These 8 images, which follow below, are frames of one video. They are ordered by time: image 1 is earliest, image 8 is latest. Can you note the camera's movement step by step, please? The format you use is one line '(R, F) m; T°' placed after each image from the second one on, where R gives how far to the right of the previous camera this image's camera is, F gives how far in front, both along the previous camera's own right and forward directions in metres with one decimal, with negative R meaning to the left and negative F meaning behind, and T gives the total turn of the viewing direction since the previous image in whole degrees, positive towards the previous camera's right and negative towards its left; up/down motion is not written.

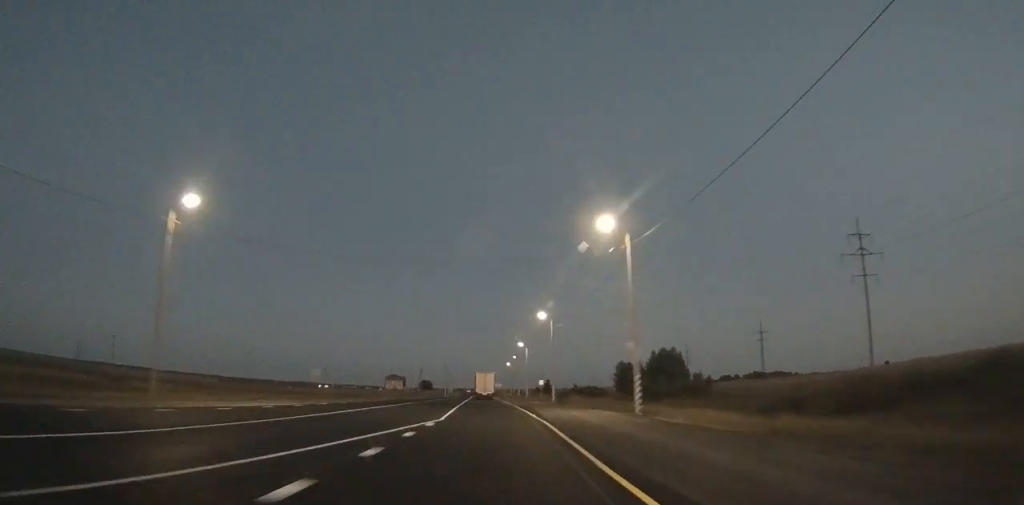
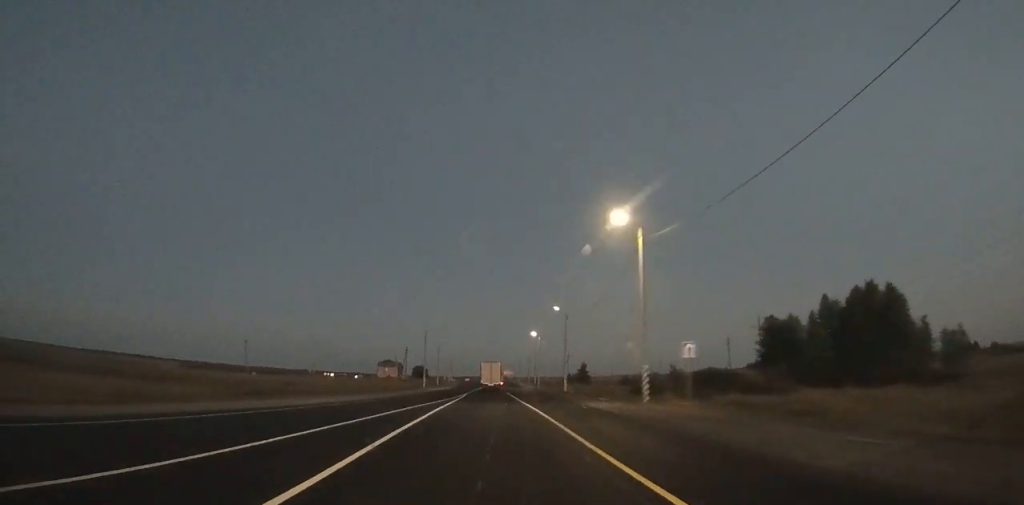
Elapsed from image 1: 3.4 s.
(-0.8, +69.9) m; -1°
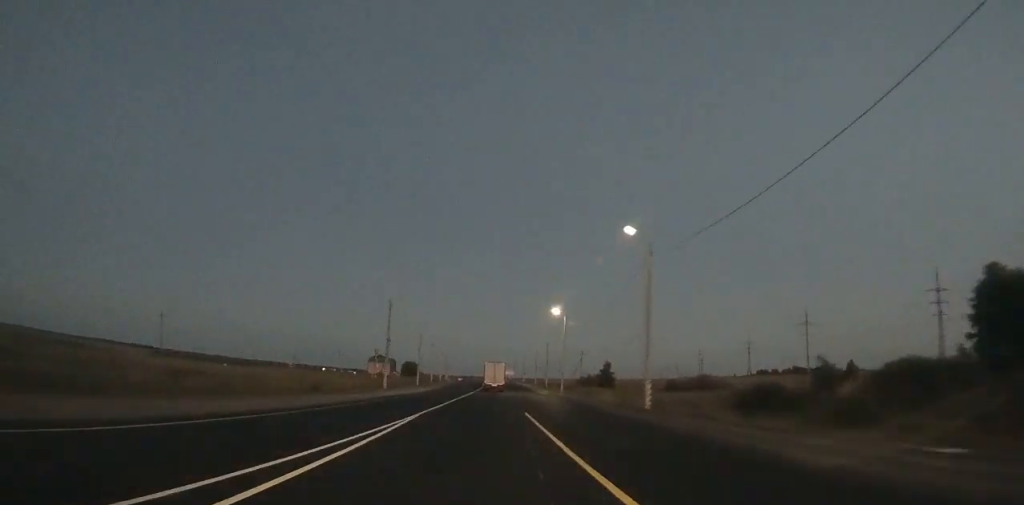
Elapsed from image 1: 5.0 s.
(+0.1, +33.1) m; 0°
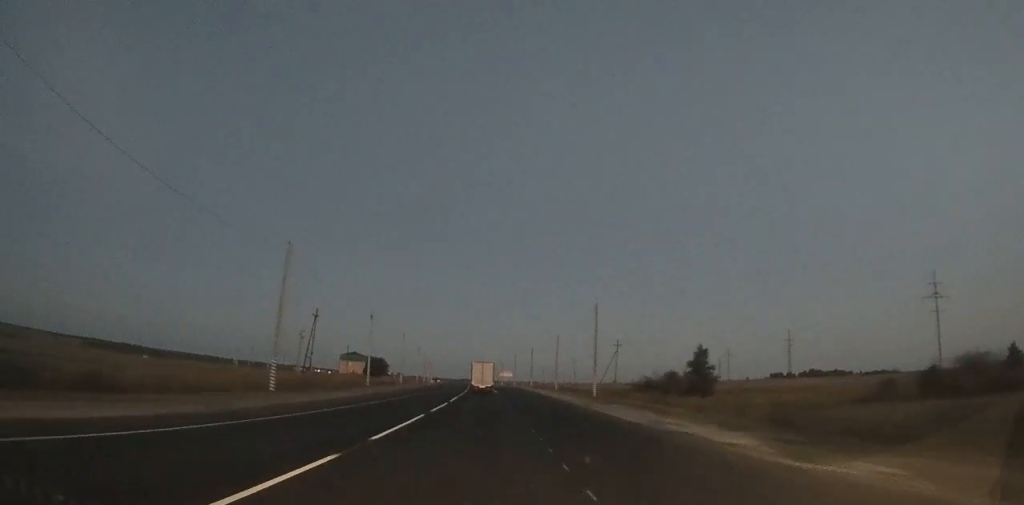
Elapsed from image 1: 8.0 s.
(+0.1, +62.1) m; 0°
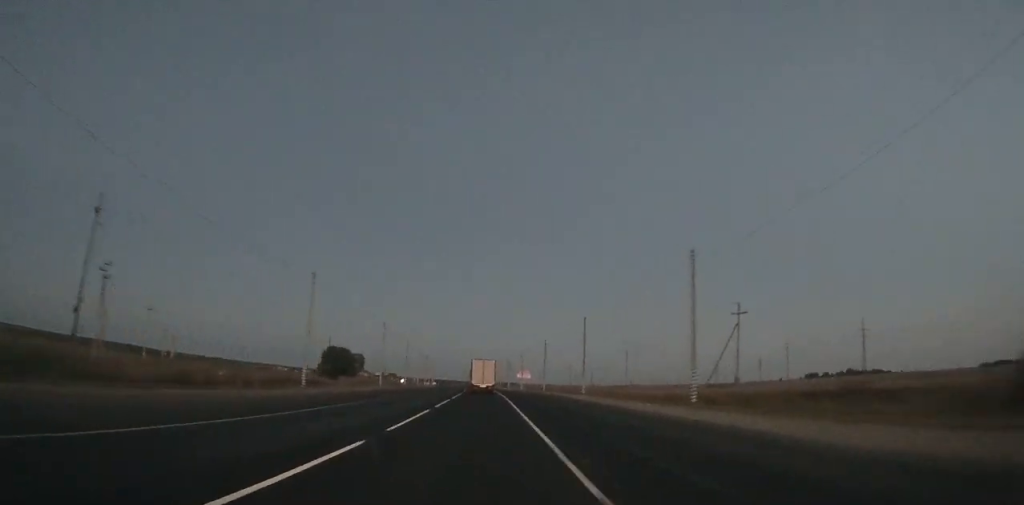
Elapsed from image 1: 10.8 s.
(-0.2, +58.0) m; -1°
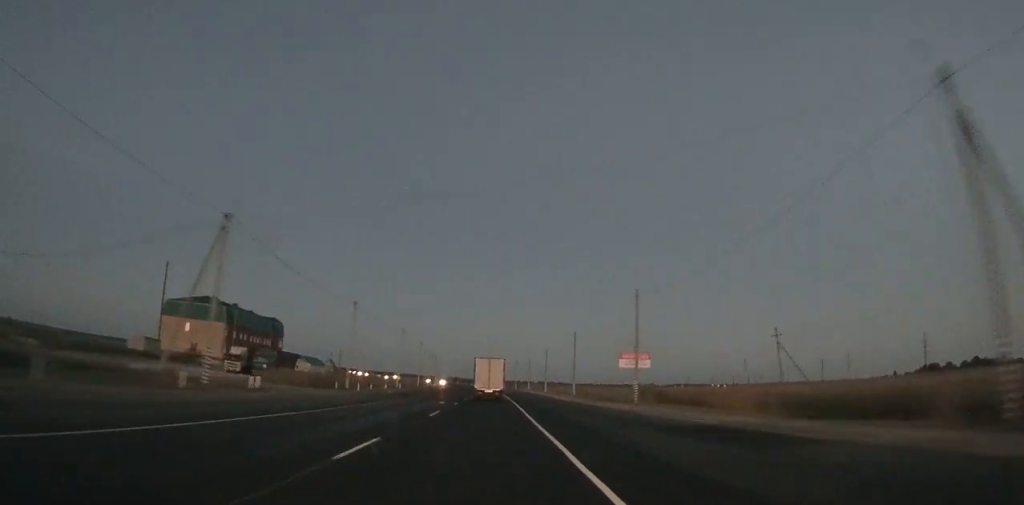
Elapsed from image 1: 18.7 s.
(-5.4, +161.3) m; -3°
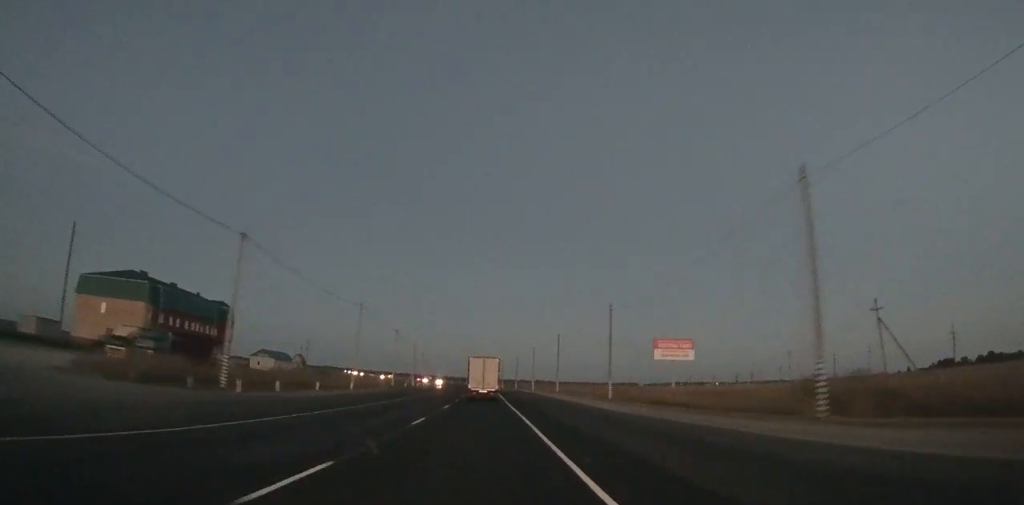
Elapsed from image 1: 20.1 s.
(0.0, +28.0) m; 0°
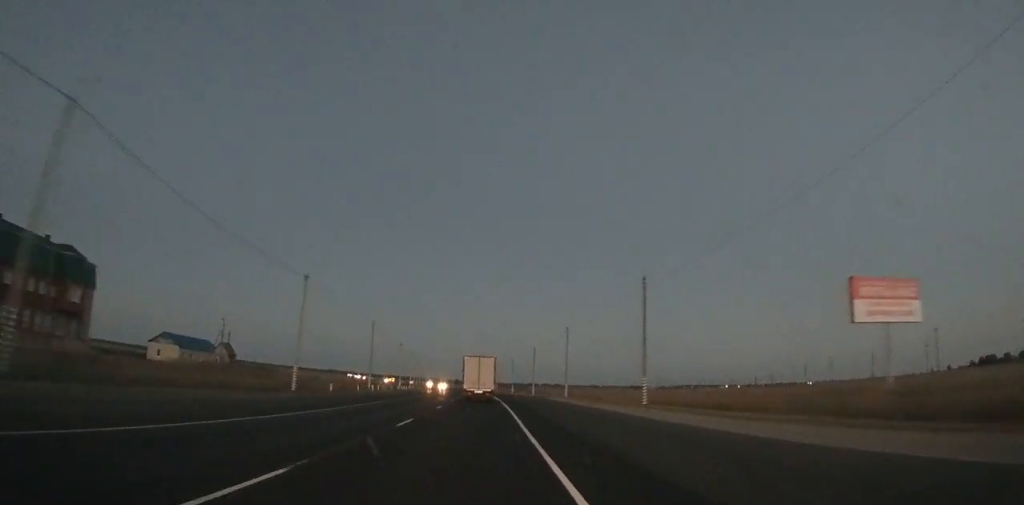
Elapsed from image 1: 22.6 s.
(0.0, +49.8) m; -1°
